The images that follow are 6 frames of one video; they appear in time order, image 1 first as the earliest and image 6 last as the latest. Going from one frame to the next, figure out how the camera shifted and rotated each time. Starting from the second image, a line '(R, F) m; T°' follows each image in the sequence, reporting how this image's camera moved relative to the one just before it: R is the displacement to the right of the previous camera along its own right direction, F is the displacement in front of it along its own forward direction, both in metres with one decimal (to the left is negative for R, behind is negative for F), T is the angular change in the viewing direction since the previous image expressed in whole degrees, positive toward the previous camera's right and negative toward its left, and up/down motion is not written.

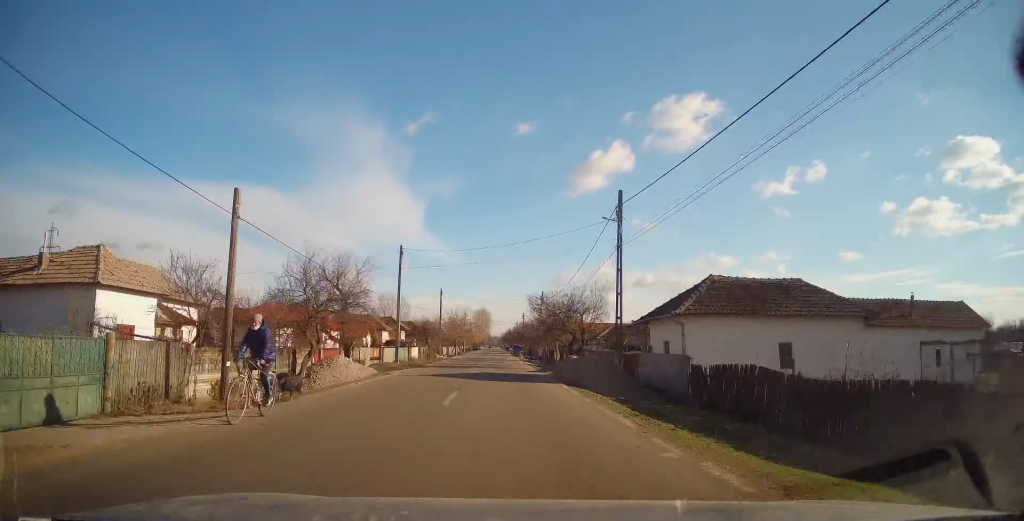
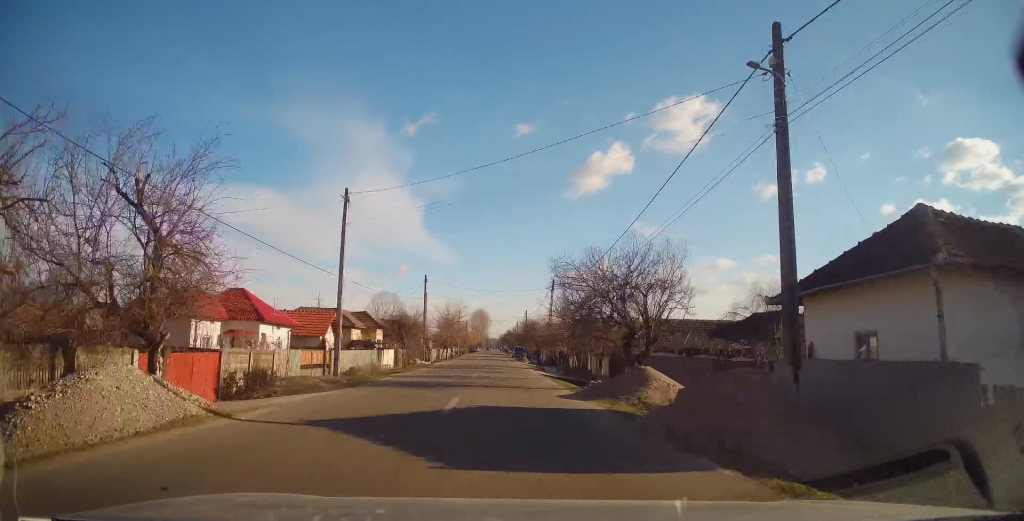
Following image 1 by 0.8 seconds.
(0.0, +13.3) m; 0°
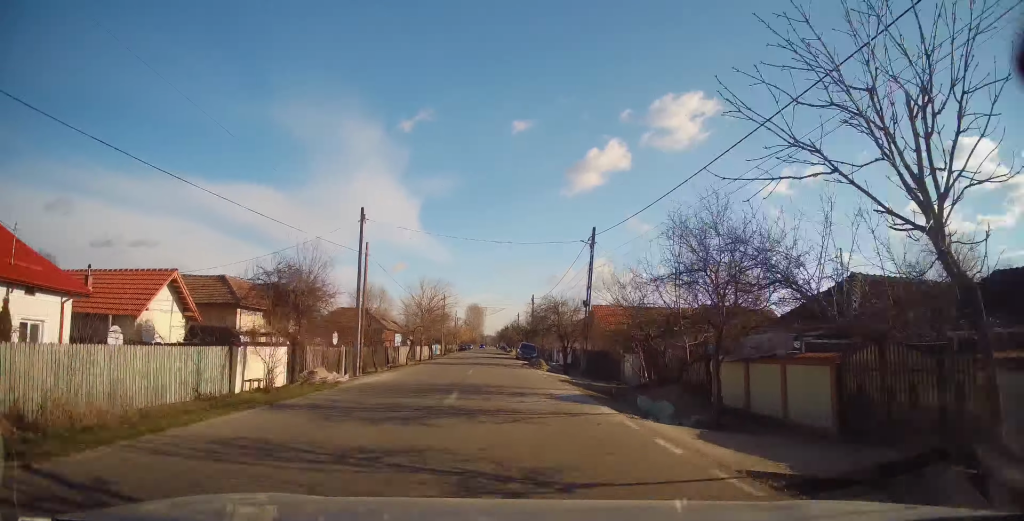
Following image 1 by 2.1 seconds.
(-0.1, +22.5) m; 0°
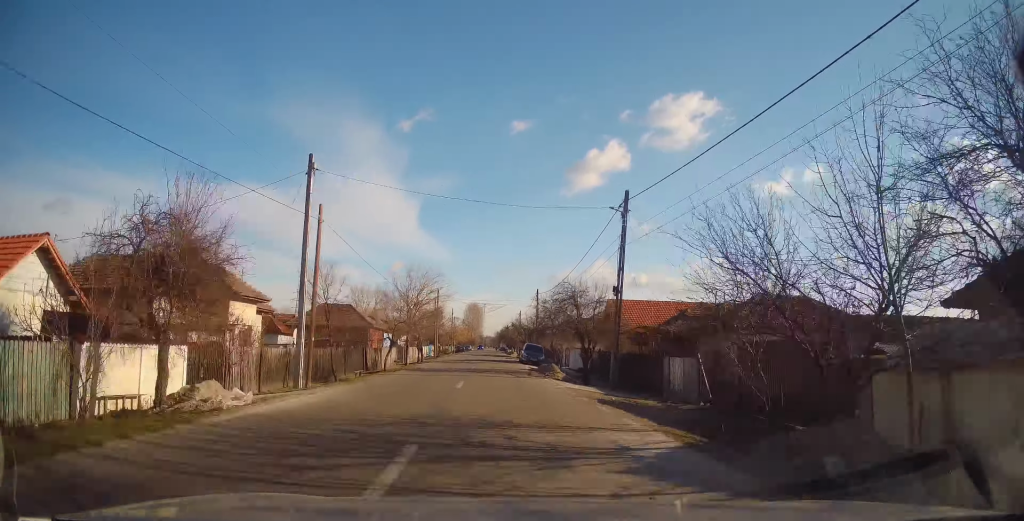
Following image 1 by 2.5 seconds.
(-0.1, +8.1) m; 0°
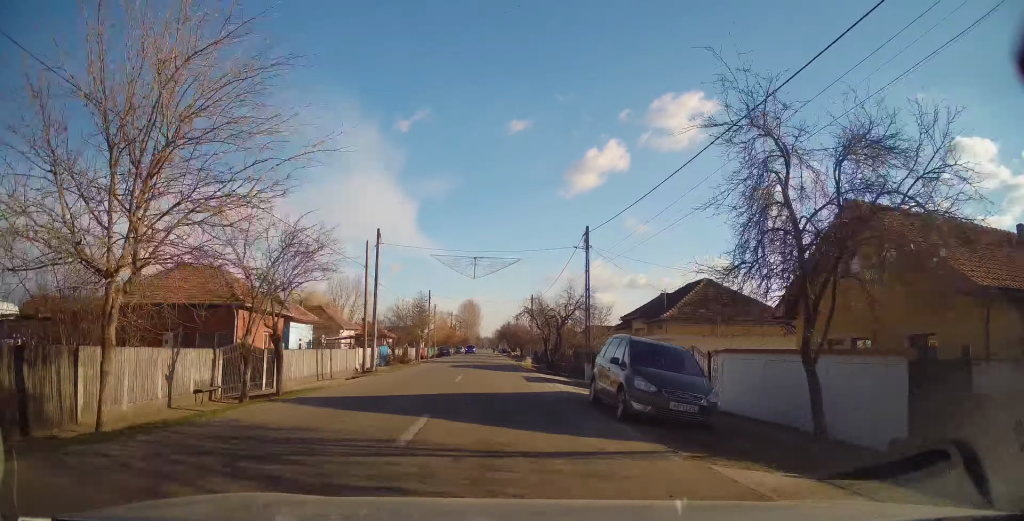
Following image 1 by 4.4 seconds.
(+0.2, +32.6) m; +1°
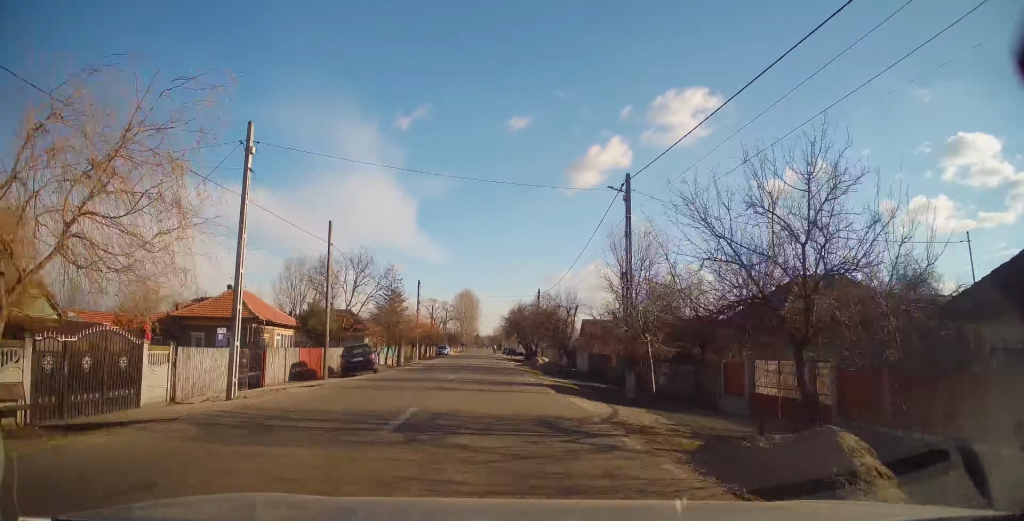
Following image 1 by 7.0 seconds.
(+0.1, +47.2) m; 0°
